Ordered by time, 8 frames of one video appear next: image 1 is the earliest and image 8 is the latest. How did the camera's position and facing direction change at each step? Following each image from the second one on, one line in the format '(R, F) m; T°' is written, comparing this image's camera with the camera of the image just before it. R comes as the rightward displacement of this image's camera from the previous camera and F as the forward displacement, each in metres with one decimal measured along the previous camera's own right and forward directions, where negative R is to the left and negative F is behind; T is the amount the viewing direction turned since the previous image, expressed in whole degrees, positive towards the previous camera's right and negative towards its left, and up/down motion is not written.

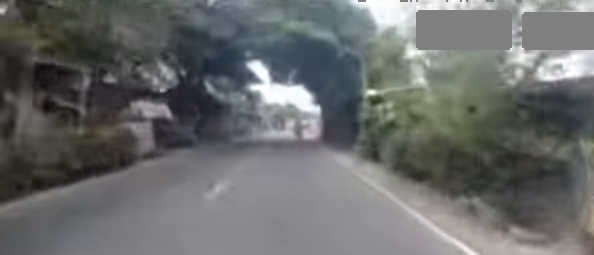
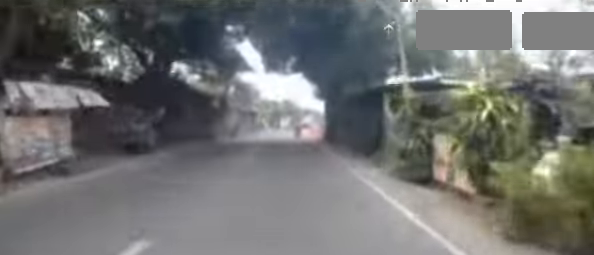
(-0.1, +4.4) m; 0°
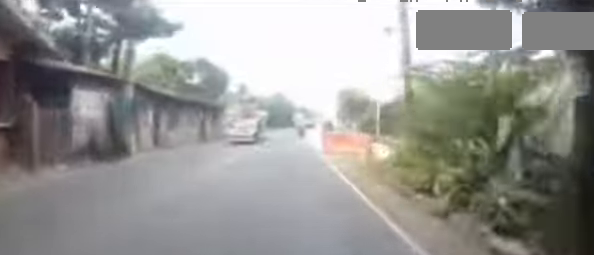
(+0.1, +20.6) m; +1°
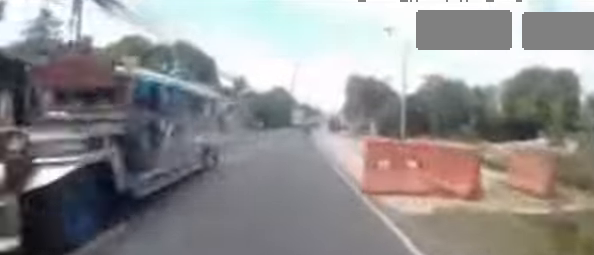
(-0.1, +7.8) m; +1°
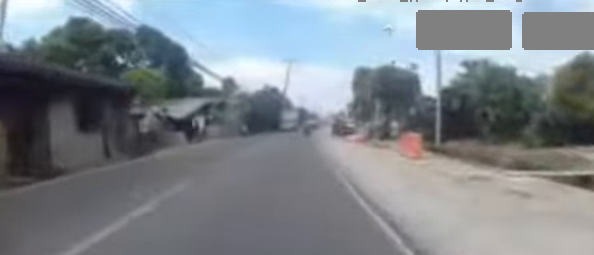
(+0.3, +8.9) m; +1°
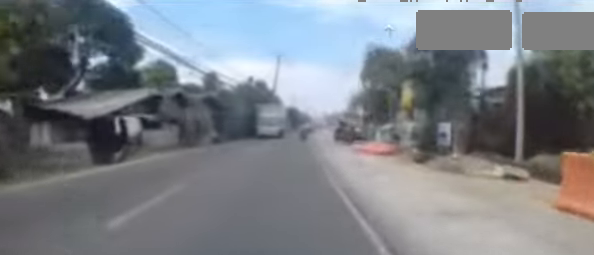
(+0.1, +9.1) m; +1°
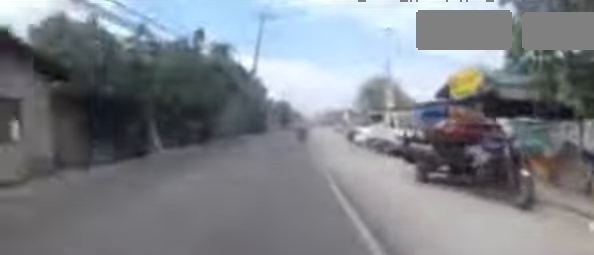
(+0.1, +19.8) m; 0°
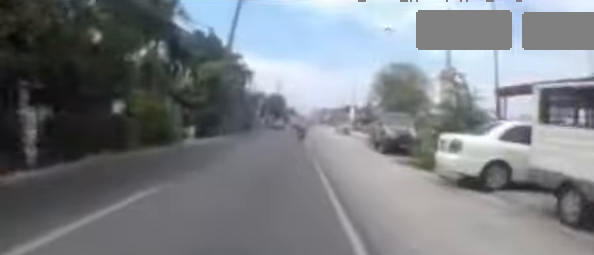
(-0.1, +12.7) m; +1°
